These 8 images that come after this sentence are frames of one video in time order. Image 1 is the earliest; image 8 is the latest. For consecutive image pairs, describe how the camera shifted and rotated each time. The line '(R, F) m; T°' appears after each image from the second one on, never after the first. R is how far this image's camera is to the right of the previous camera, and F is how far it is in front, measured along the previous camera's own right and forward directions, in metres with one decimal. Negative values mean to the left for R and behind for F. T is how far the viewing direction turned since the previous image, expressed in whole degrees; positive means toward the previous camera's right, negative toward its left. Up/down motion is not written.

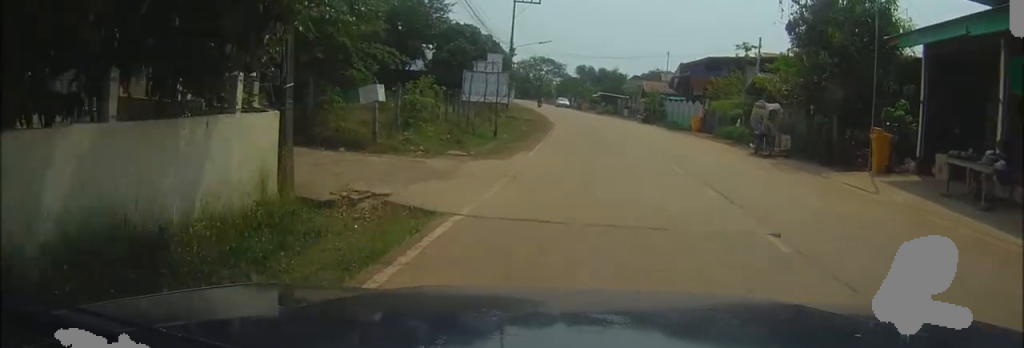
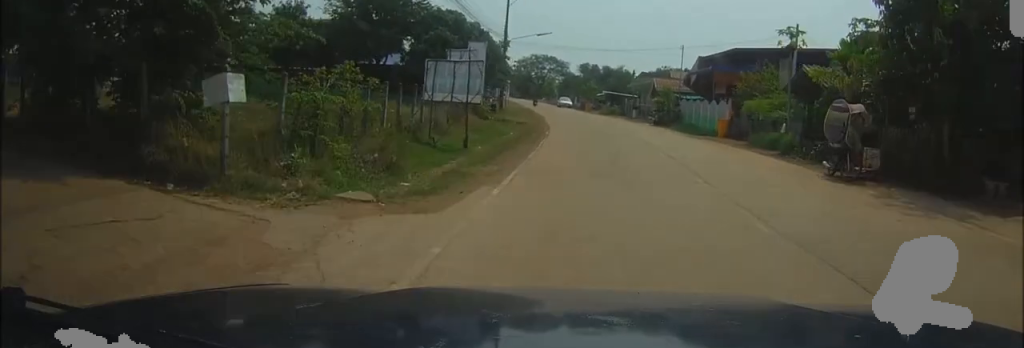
(-0.1, +6.9) m; -1°
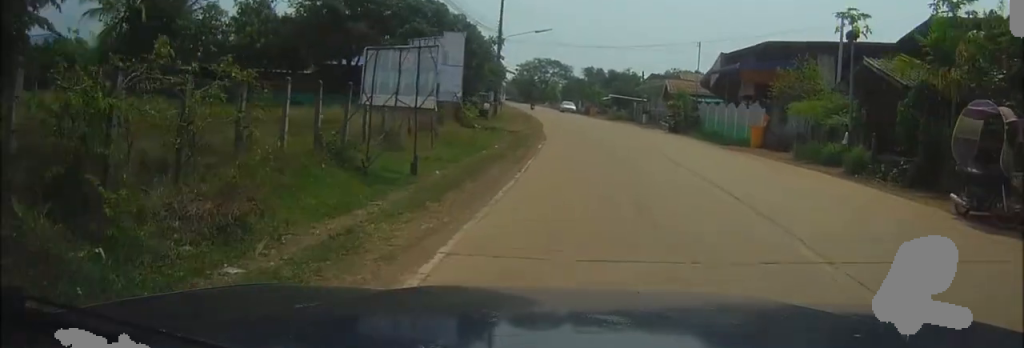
(0.0, +5.9) m; 0°
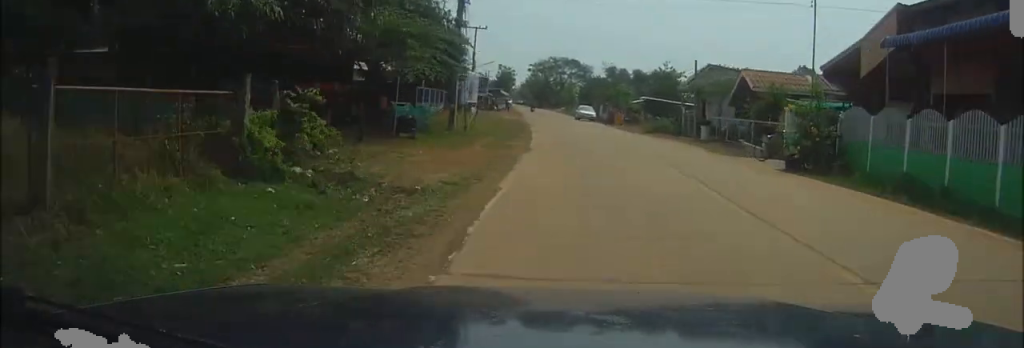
(0.0, +20.5) m; -1°
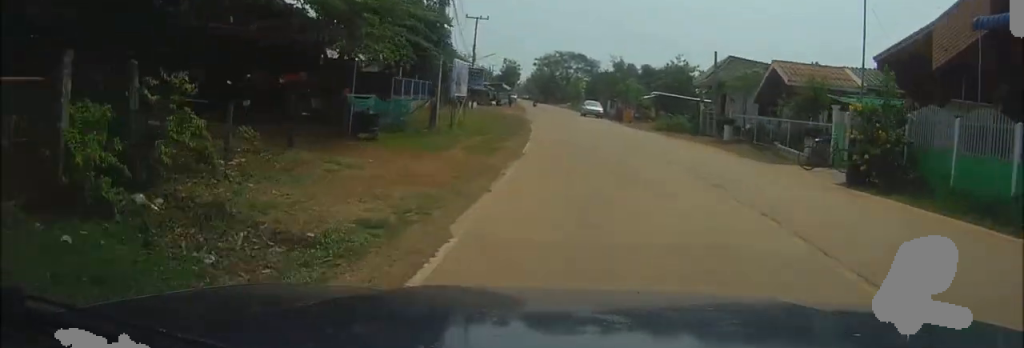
(-0.1, +4.3) m; -1°
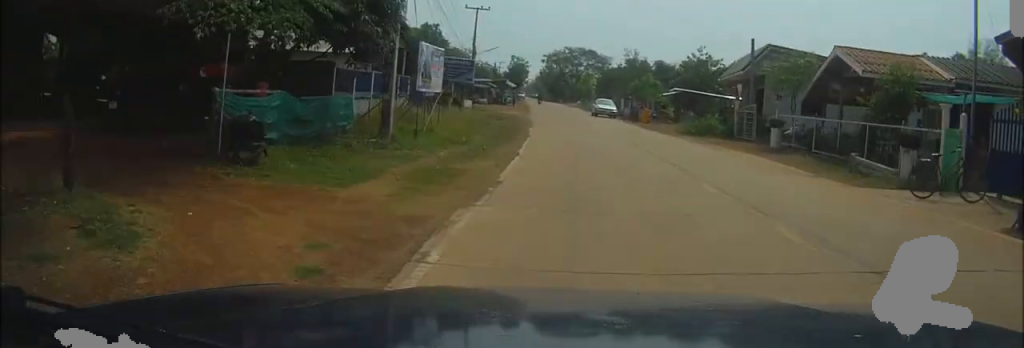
(0.0, +6.3) m; -1°
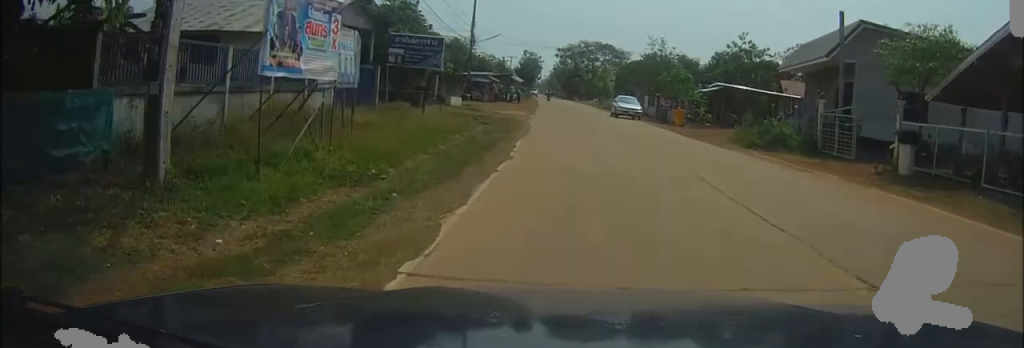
(-0.1, +9.5) m; -1°
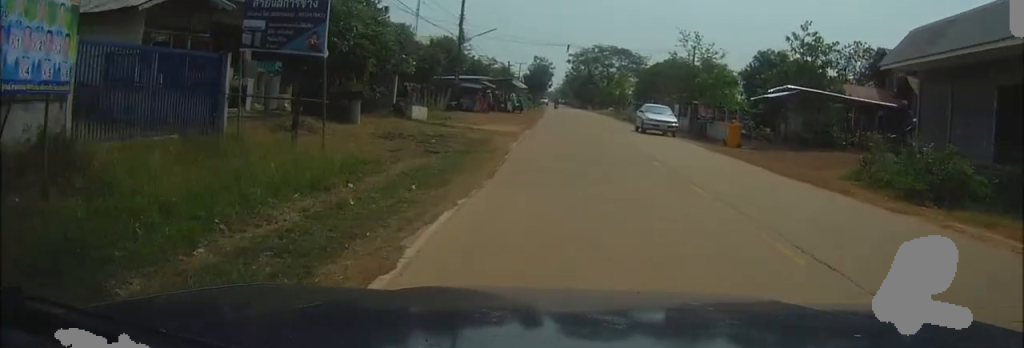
(-0.2, +10.5) m; -1°
